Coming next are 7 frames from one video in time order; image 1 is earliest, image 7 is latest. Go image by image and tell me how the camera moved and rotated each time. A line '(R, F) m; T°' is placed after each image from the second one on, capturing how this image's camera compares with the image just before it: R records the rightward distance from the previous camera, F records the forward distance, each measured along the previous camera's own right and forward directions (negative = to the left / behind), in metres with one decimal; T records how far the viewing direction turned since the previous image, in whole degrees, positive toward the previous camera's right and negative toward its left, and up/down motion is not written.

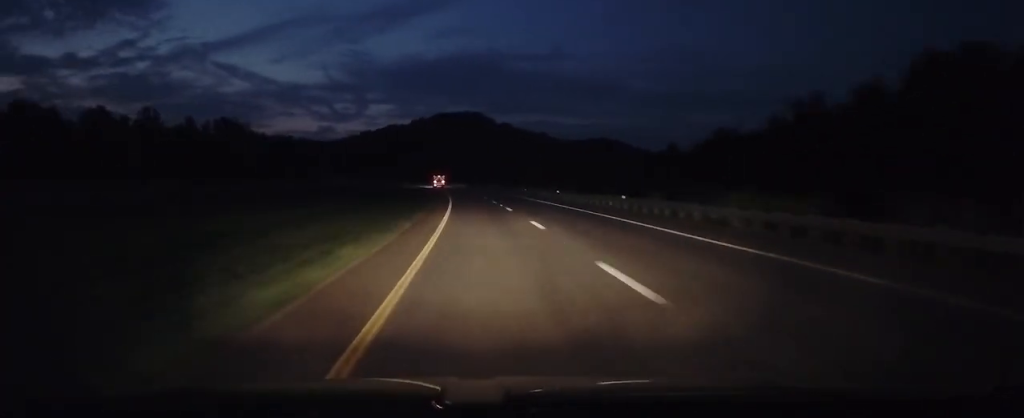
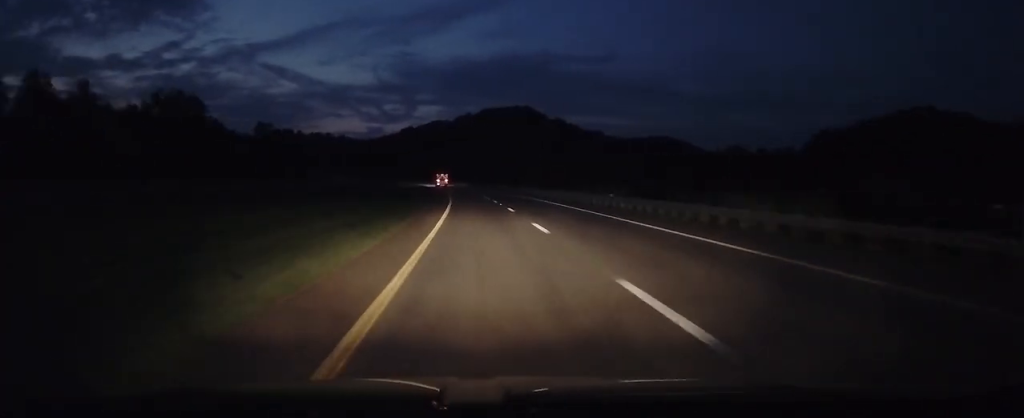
(-3.0, +75.9) m; -5°
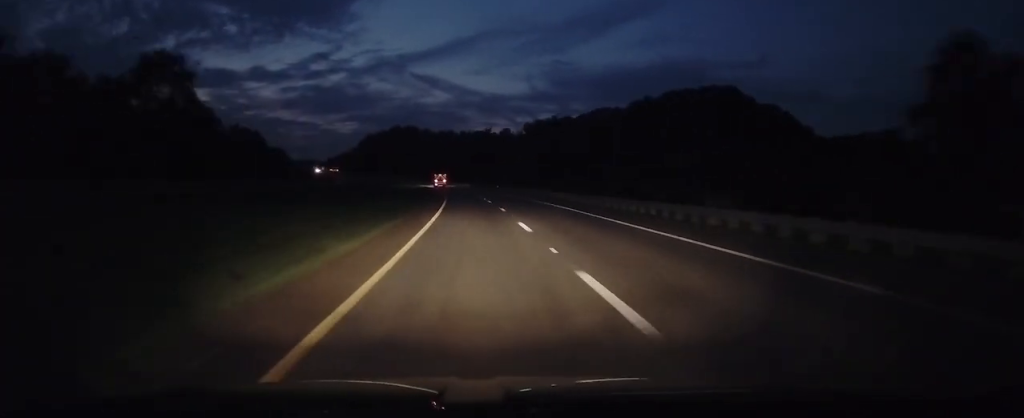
(-38.8, +305.4) m; -17°
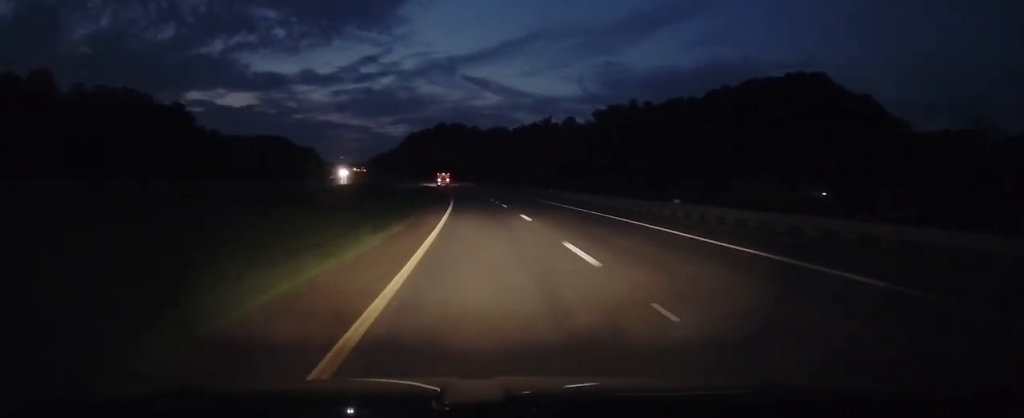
(-6.8, +84.4) m; -6°
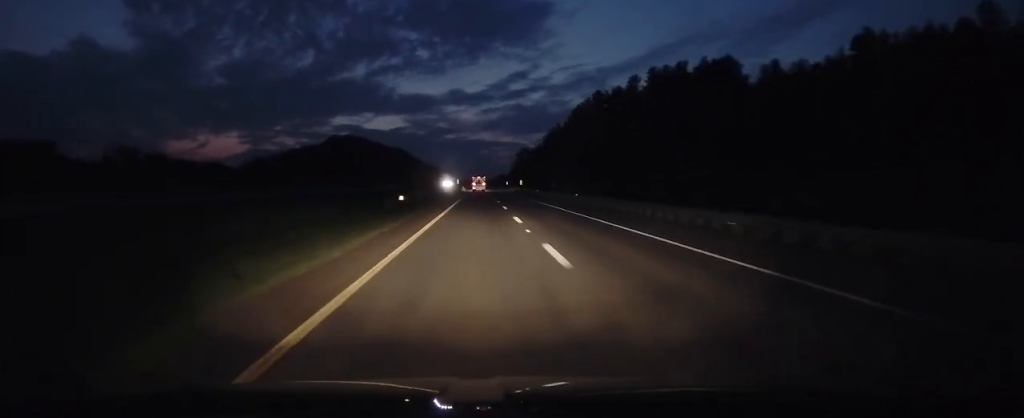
(-47.9, +303.5) m; -14°
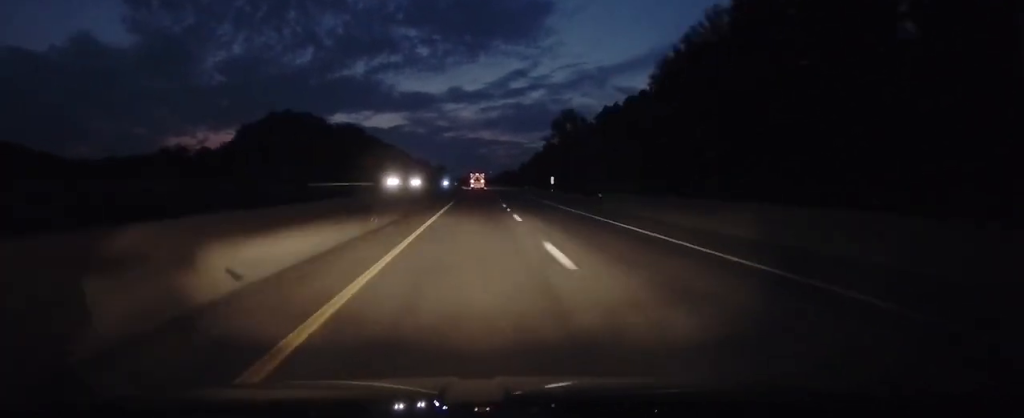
(-0.5, +109.3) m; 0°
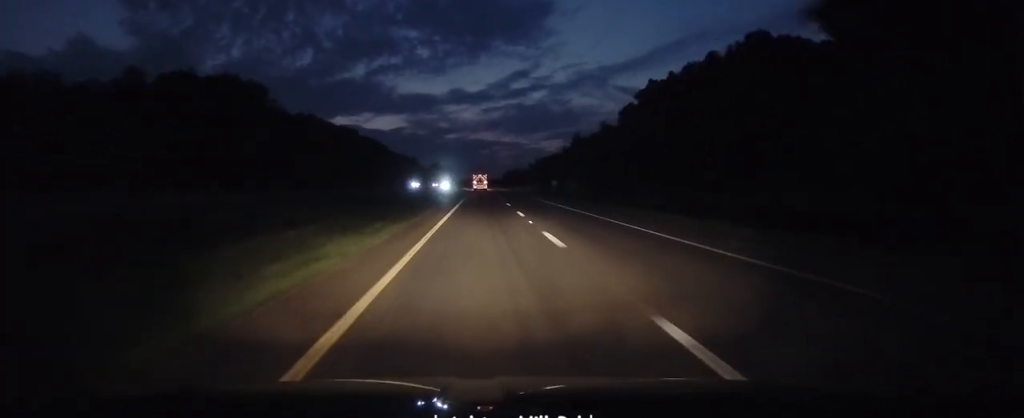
(+0.3, +149.0) m; 0°
